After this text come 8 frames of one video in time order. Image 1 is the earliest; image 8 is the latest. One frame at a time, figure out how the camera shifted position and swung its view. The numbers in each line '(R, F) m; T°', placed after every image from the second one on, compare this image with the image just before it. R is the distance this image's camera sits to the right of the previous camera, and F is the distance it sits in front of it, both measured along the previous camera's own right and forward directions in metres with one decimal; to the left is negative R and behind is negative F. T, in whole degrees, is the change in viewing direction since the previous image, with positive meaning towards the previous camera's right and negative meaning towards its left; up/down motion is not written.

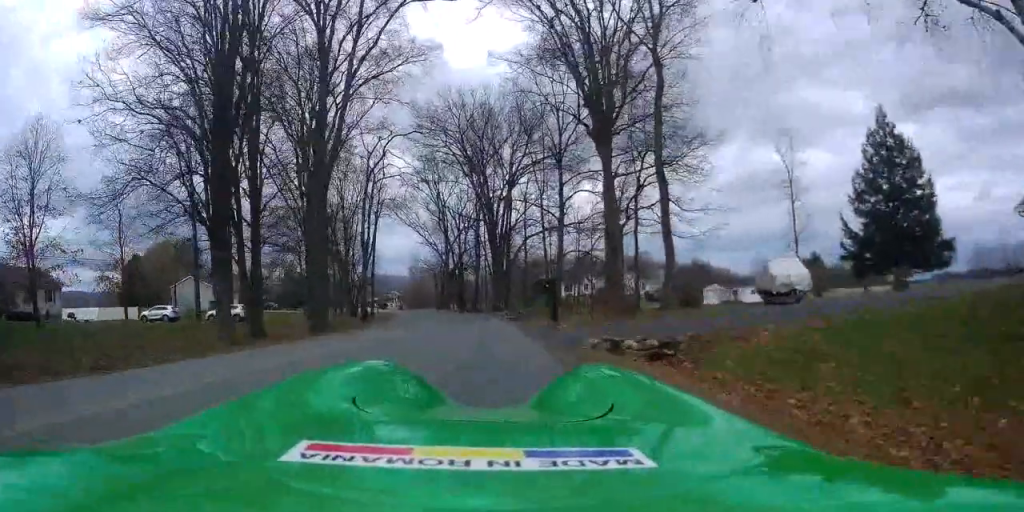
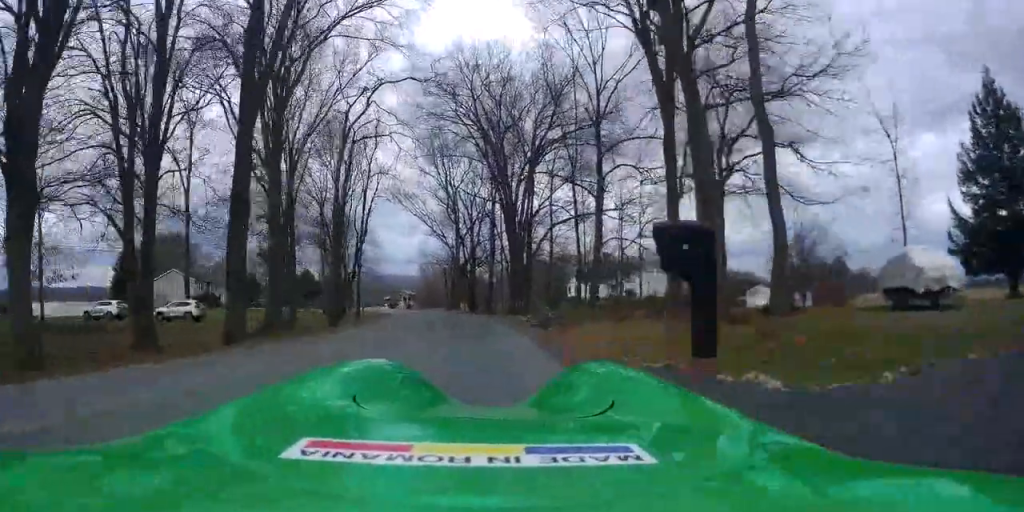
(-1.2, +12.2) m; -6°
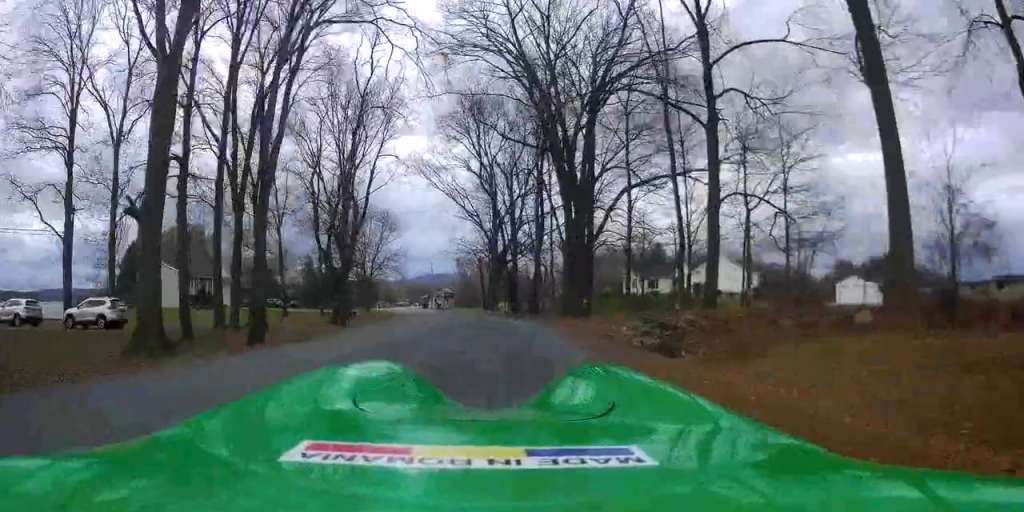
(0.0, +16.8) m; -2°
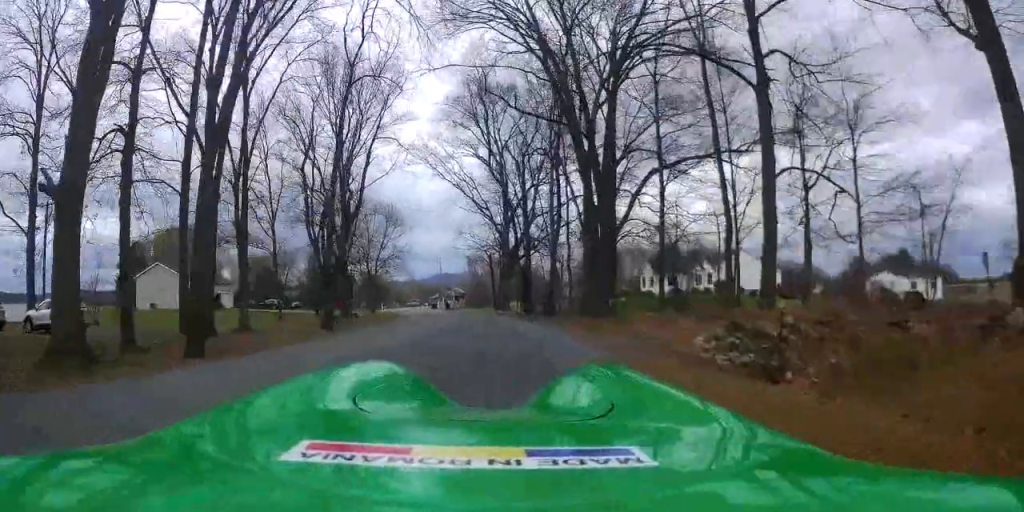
(+0.2, +5.5) m; -2°
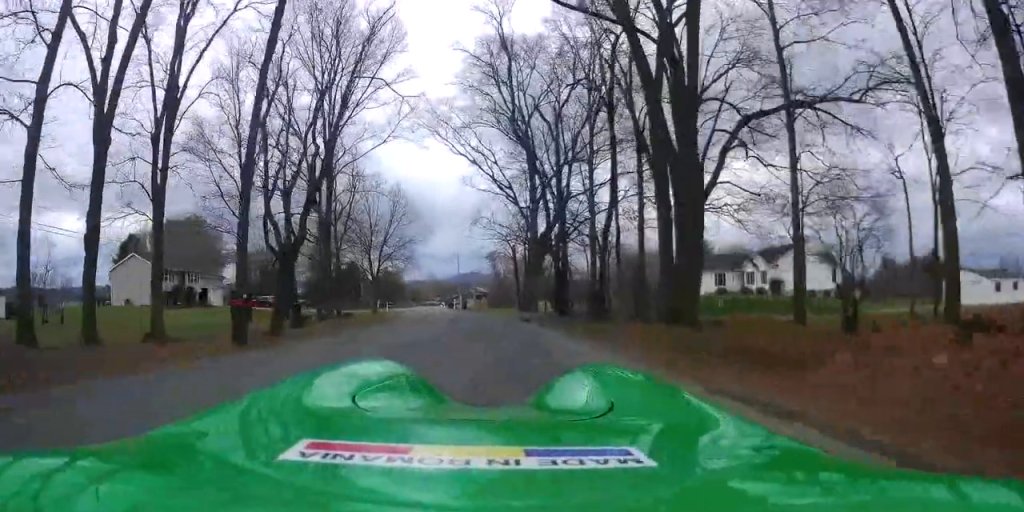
(-0.7, +11.1) m; -4°
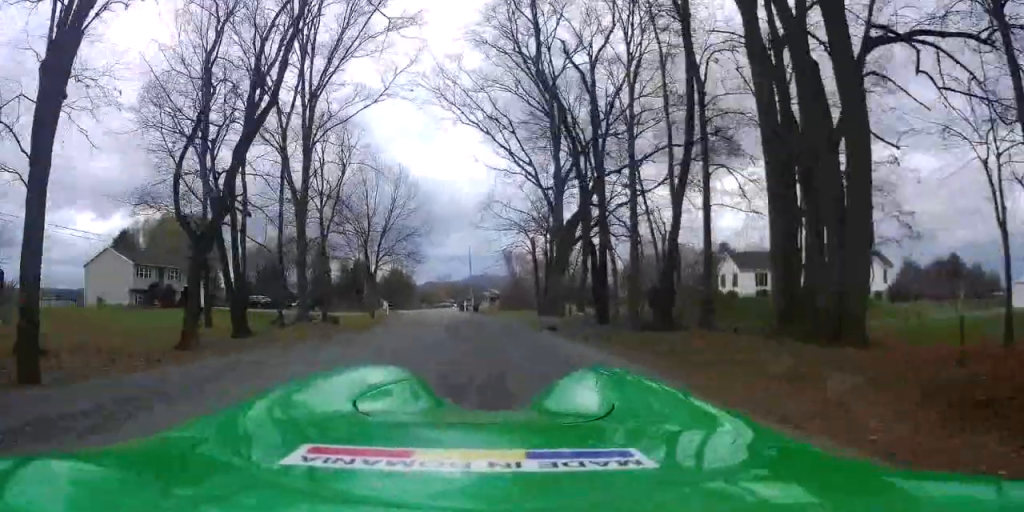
(-0.1, +8.9) m; -1°
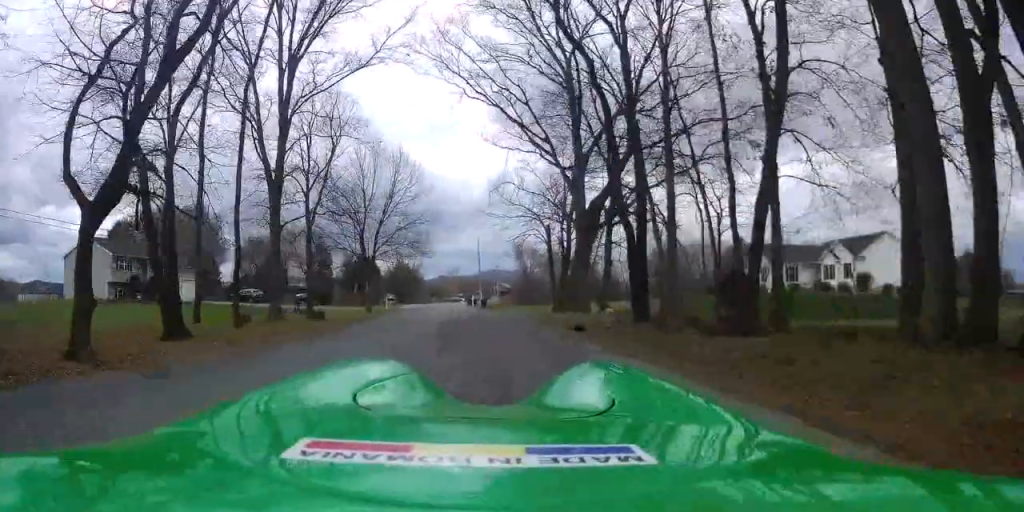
(0.0, +5.1) m; -1°
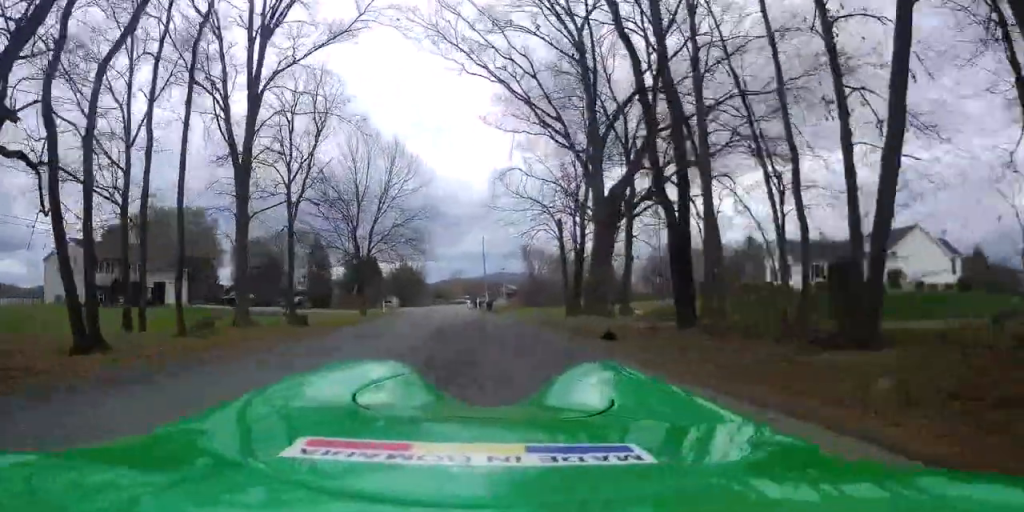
(0.0, +5.0) m; -1°
